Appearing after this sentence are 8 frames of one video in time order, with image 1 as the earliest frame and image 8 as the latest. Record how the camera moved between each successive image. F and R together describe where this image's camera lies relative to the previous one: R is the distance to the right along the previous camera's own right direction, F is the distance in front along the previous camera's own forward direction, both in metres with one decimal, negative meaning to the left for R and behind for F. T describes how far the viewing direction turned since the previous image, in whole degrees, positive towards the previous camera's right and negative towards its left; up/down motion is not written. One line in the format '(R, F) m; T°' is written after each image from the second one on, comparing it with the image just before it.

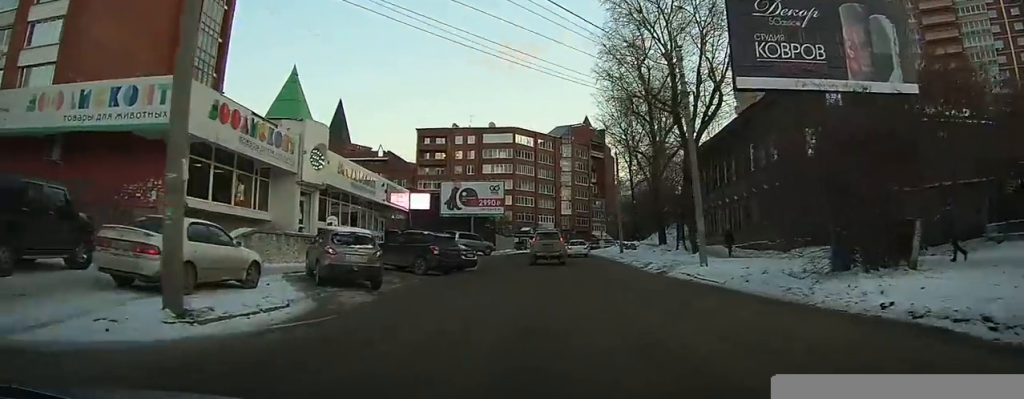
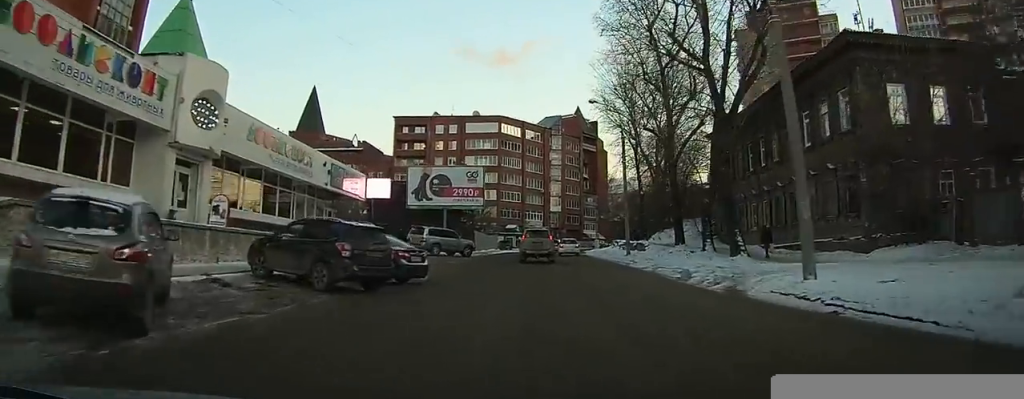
(+0.1, +9.5) m; 0°
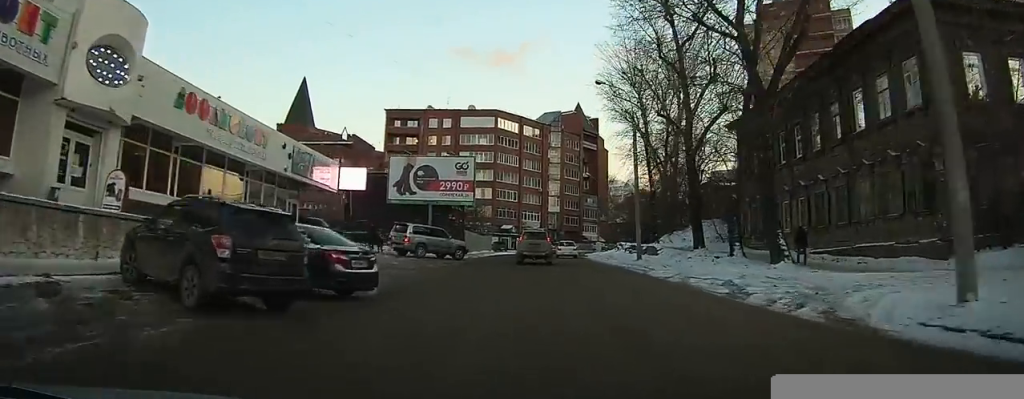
(-0.1, +5.3) m; 0°
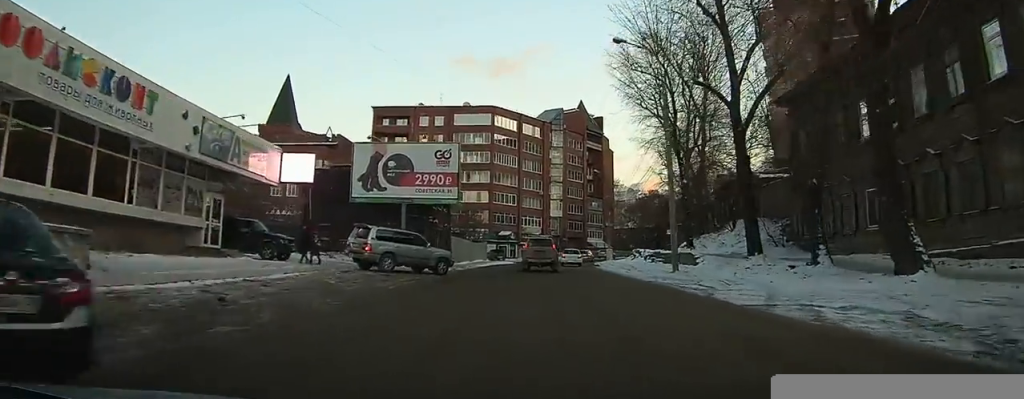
(-0.1, +8.4) m; 0°
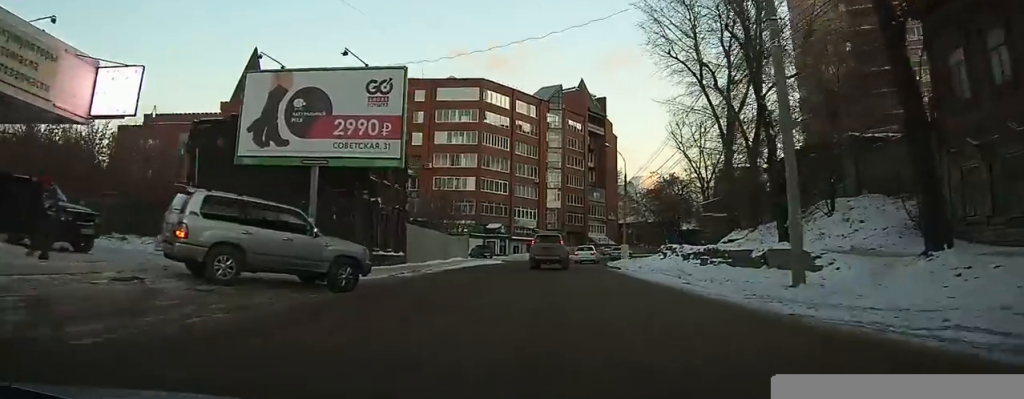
(0.0, +12.6) m; 0°
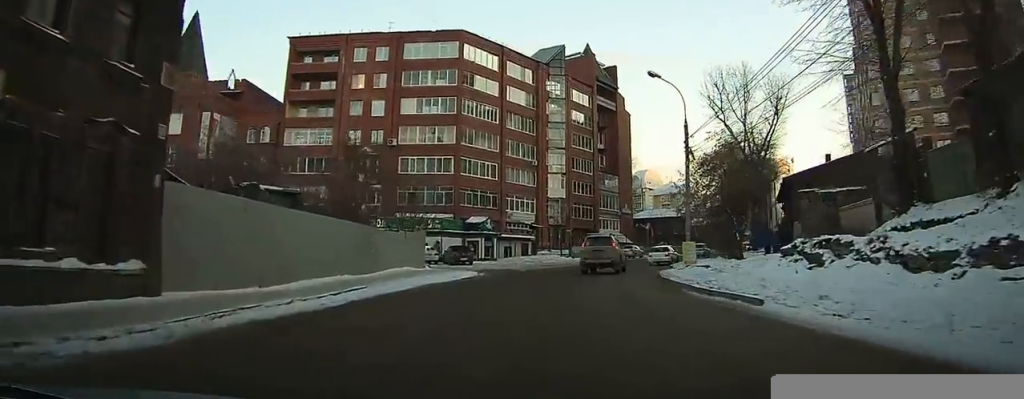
(+0.2, +19.3) m; +2°
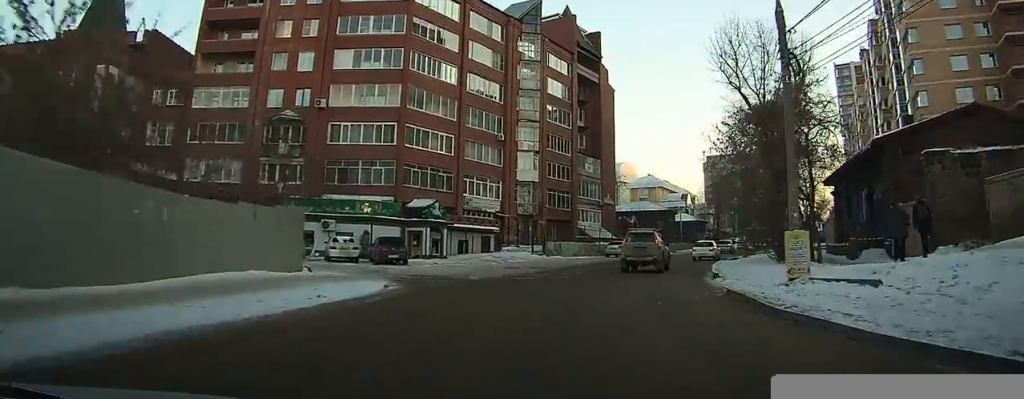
(+0.1, +13.4) m; +2°
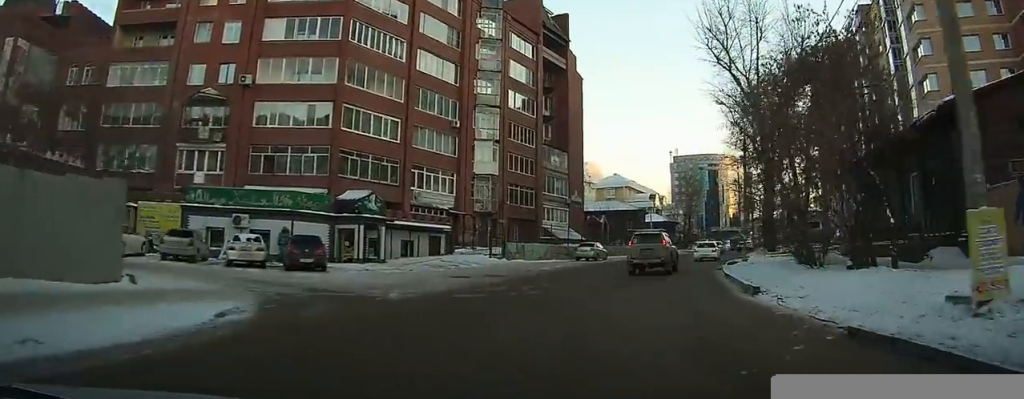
(0.0, +7.0) m; +2°
